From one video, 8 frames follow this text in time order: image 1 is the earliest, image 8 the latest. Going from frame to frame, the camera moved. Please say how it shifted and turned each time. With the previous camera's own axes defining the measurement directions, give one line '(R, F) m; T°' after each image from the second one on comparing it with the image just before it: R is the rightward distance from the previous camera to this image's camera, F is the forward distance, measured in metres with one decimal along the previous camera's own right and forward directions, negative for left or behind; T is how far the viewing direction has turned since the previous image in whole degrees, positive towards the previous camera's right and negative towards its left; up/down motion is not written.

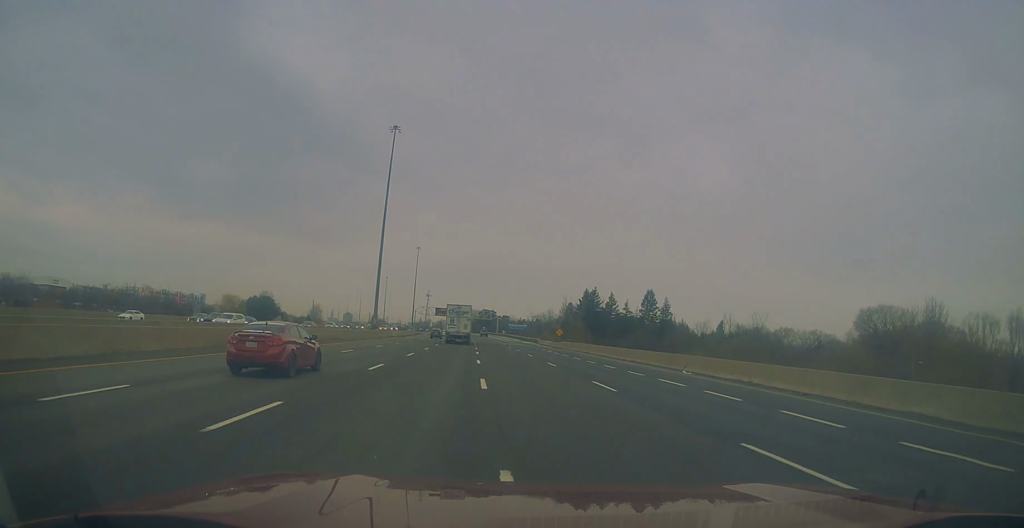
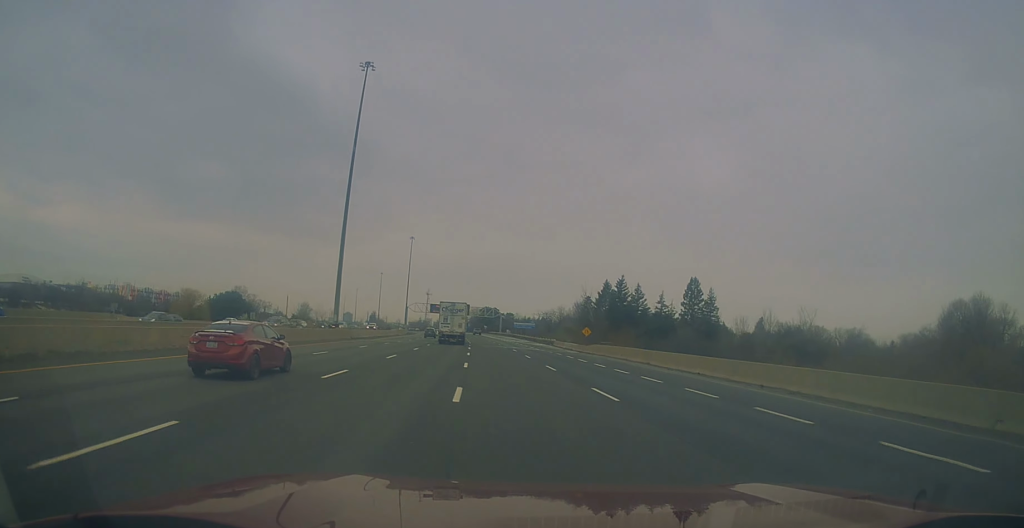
(+0.7, +27.0) m; +1°
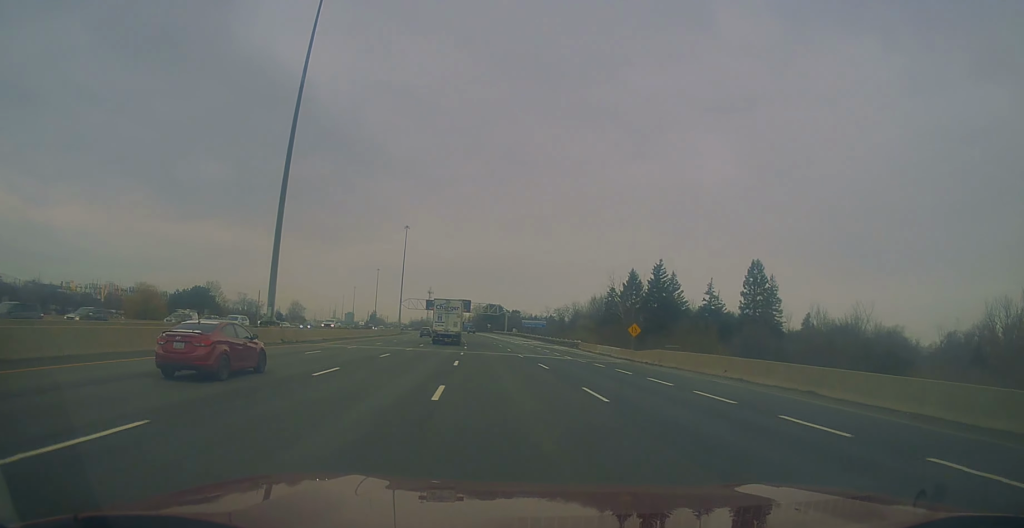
(-0.2, +23.8) m; -2°
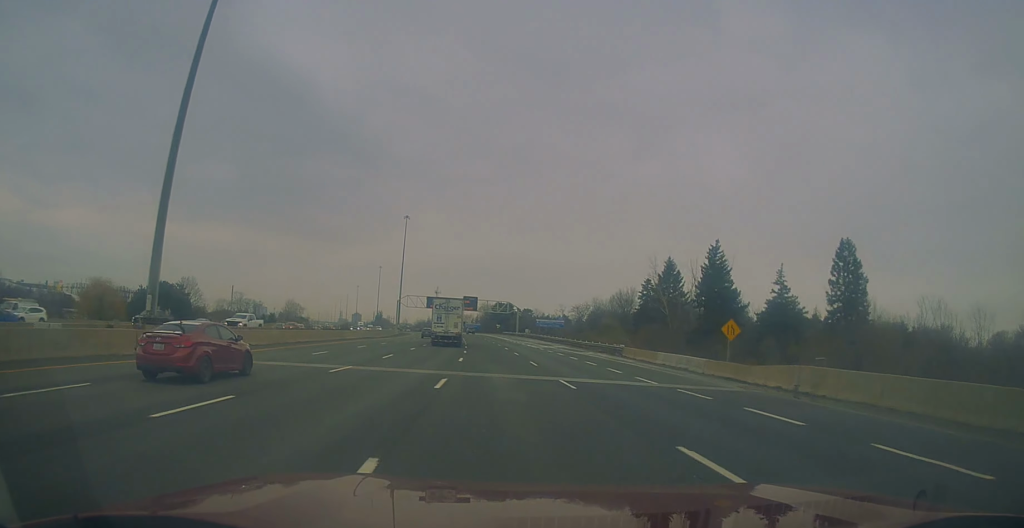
(-0.3, +20.5) m; -1°
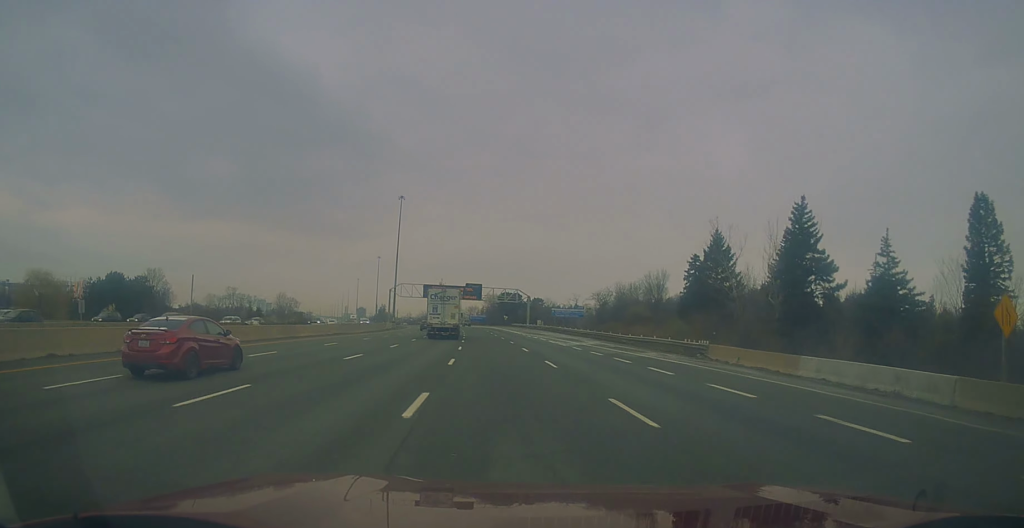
(-0.2, +20.5) m; -1°
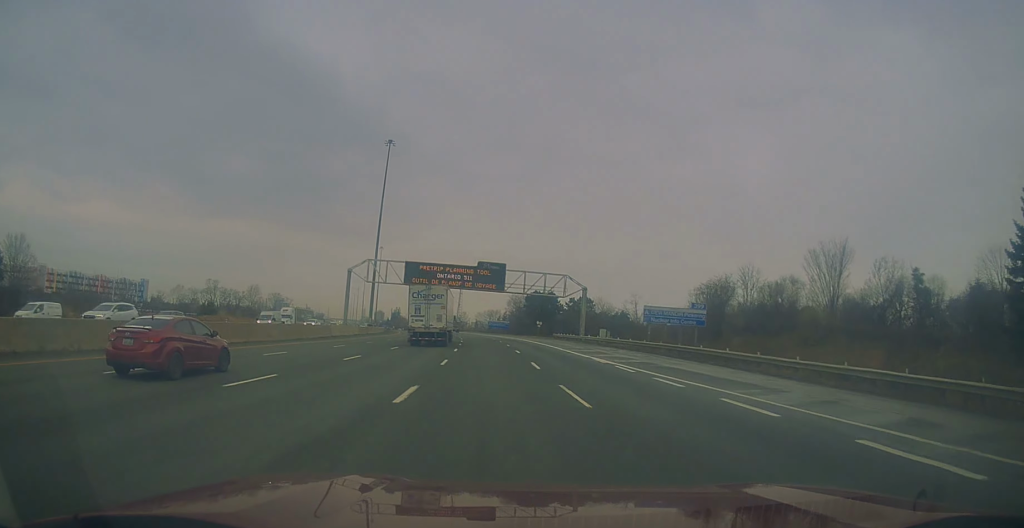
(0.0, +57.1) m; -1°
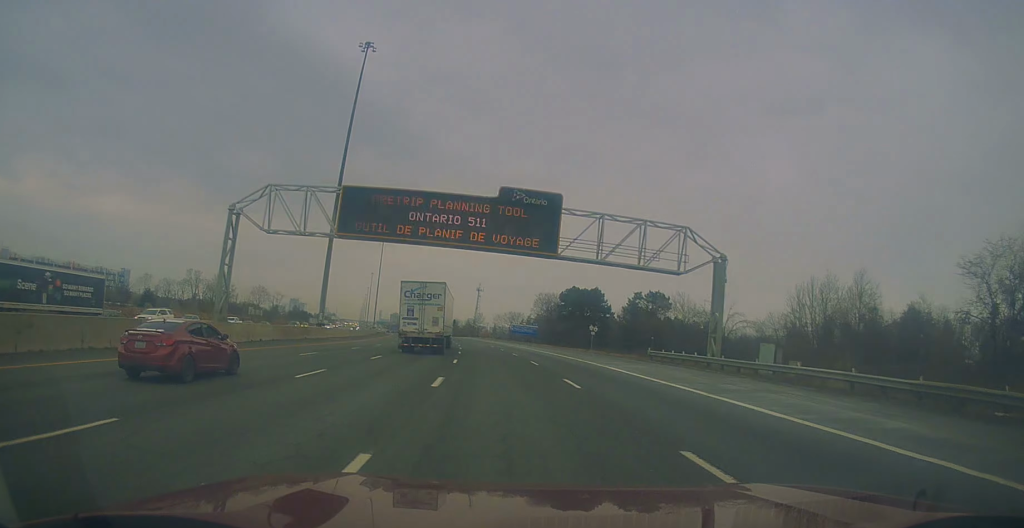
(-1.1, +44.6) m; -3°
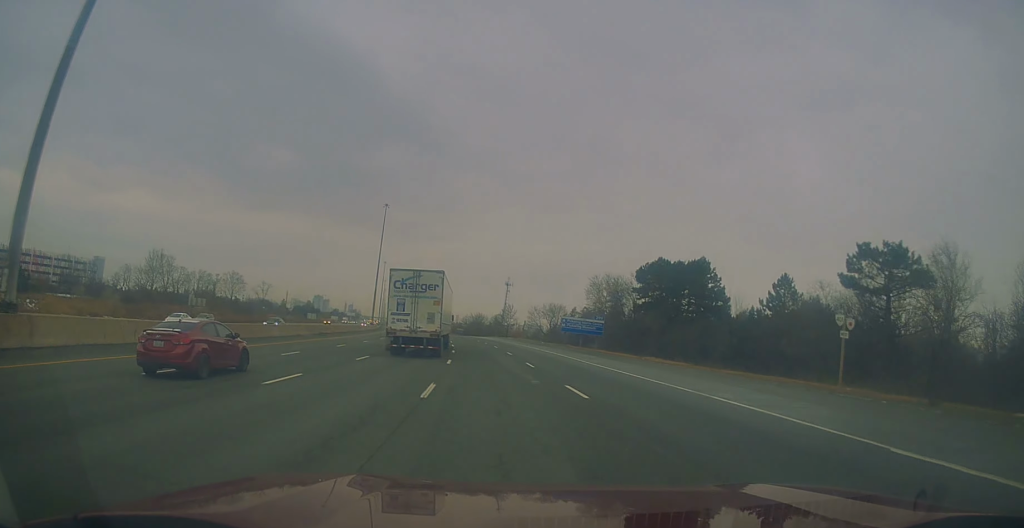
(-1.4, +54.9) m; -2°
